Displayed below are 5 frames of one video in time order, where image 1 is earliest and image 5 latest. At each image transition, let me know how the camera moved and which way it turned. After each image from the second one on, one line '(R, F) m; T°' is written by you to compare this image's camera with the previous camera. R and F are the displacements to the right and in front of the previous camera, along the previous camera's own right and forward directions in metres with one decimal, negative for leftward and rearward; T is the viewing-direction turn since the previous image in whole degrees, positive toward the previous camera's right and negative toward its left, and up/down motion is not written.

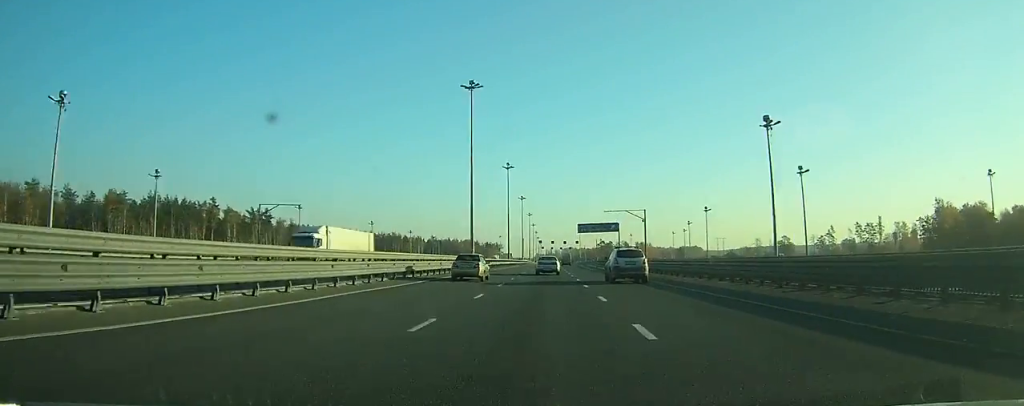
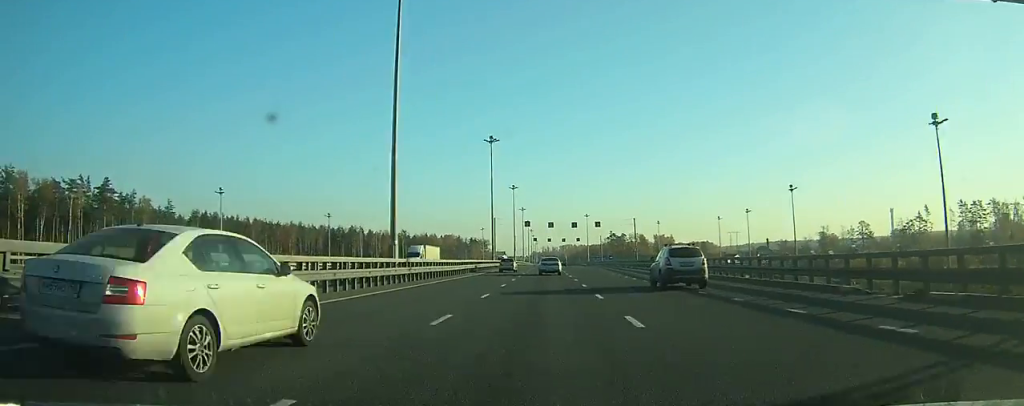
(+0.2, +87.2) m; 0°
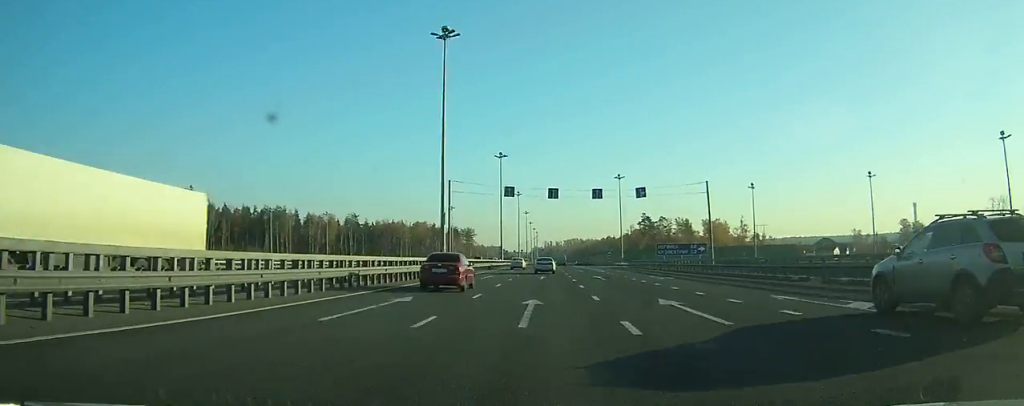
(-0.2, +104.3) m; 0°
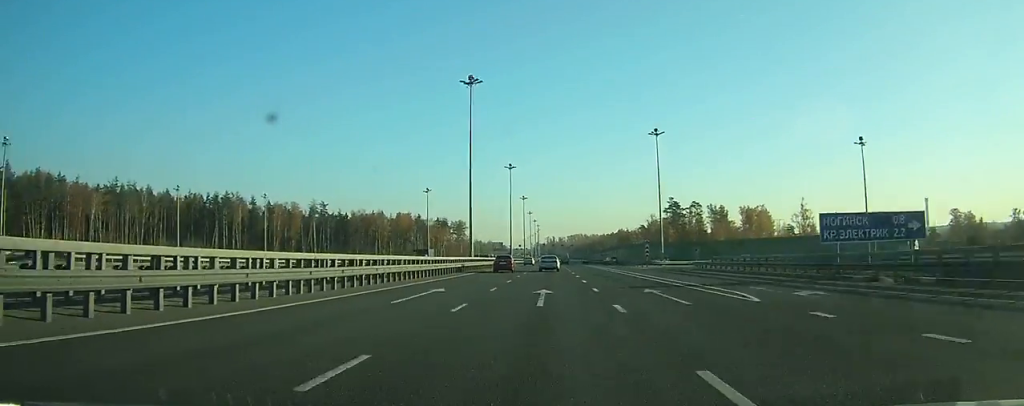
(0.0, +44.9) m; 0°
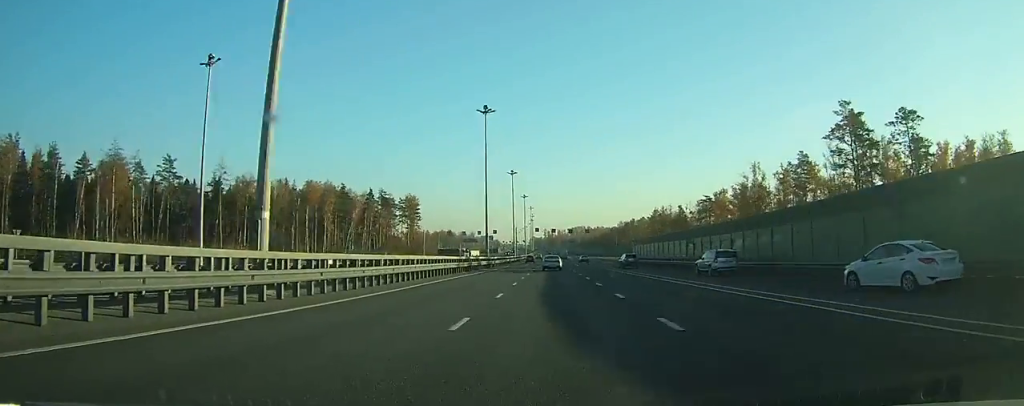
(0.0, +106.2) m; 0°
